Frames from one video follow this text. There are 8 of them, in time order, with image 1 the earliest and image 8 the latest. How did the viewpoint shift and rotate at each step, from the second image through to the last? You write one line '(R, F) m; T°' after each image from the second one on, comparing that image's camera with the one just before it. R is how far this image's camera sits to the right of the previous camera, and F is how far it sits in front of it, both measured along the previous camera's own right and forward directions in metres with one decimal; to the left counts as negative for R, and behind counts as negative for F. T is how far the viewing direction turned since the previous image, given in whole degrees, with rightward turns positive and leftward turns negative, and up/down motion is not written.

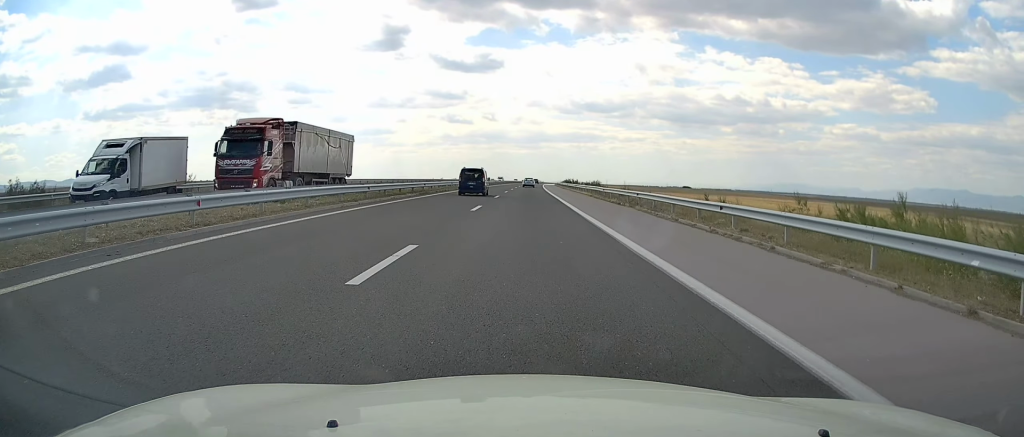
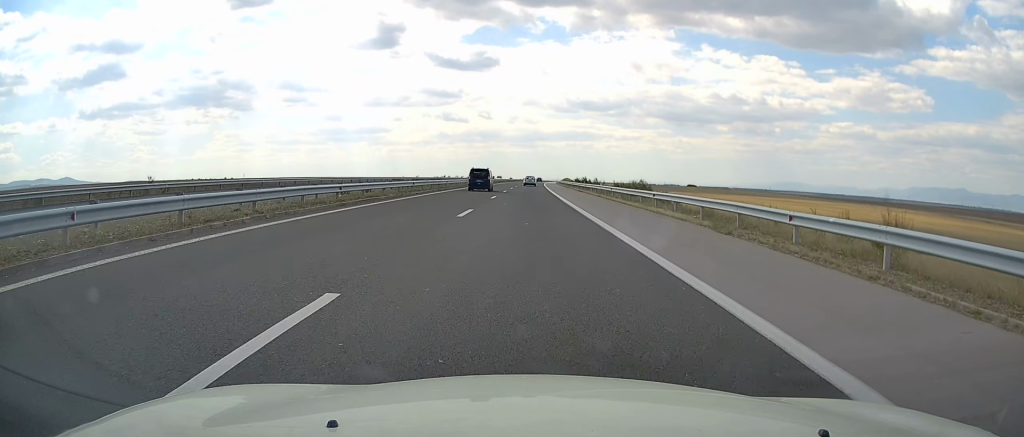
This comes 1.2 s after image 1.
(0.0, +36.4) m; 0°
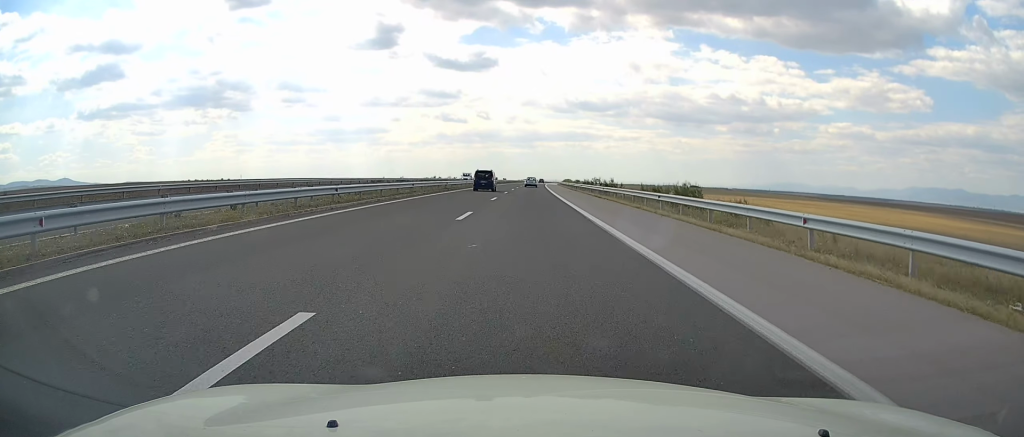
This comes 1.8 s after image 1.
(0.0, +16.7) m; 0°
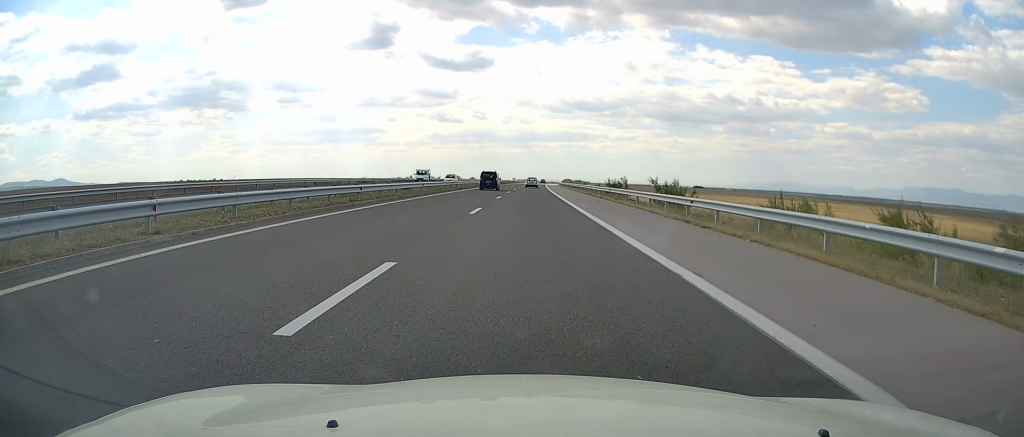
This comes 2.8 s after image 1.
(0.0, +28.5) m; +1°
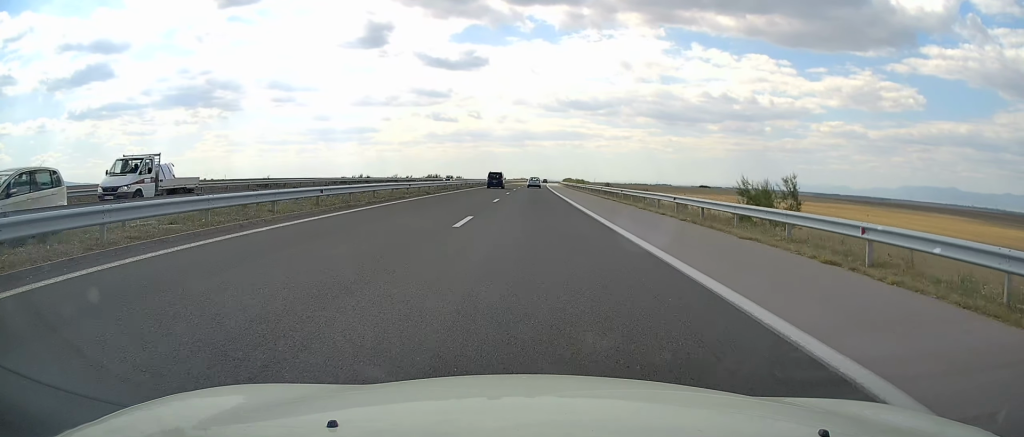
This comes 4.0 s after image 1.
(+0.6, +37.4) m; +1°
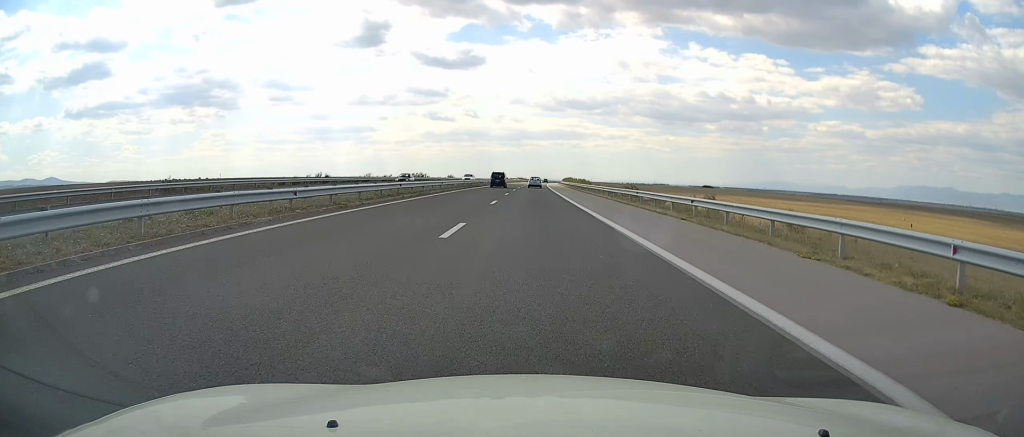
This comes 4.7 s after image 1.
(0.0, +18.7) m; 0°
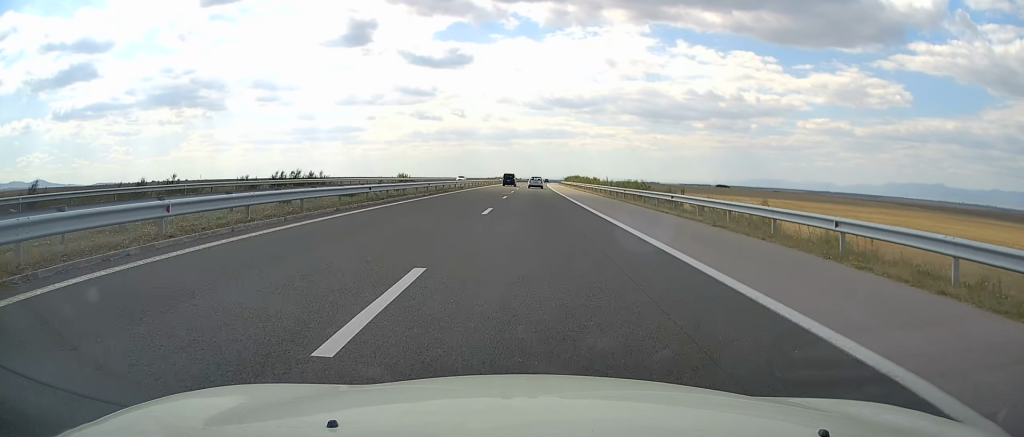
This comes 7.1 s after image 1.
(-0.2, +71.2) m; 0°
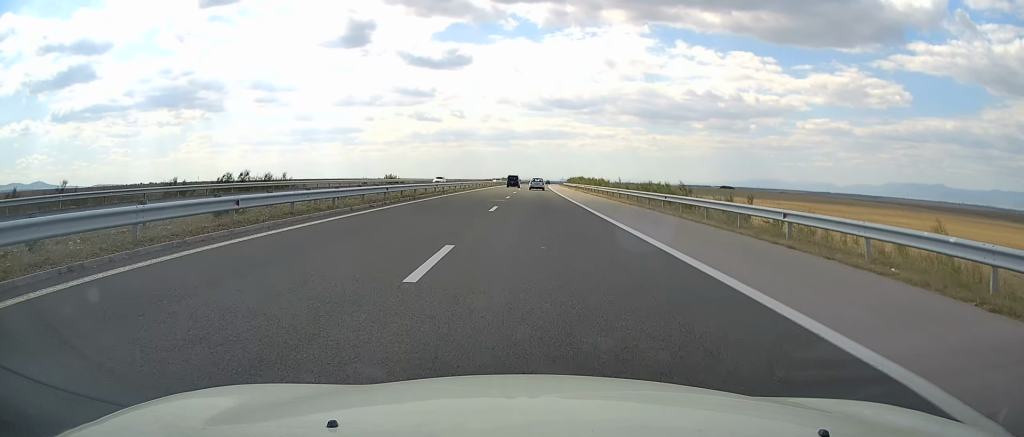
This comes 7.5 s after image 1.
(-0.1, +12.9) m; +1°
